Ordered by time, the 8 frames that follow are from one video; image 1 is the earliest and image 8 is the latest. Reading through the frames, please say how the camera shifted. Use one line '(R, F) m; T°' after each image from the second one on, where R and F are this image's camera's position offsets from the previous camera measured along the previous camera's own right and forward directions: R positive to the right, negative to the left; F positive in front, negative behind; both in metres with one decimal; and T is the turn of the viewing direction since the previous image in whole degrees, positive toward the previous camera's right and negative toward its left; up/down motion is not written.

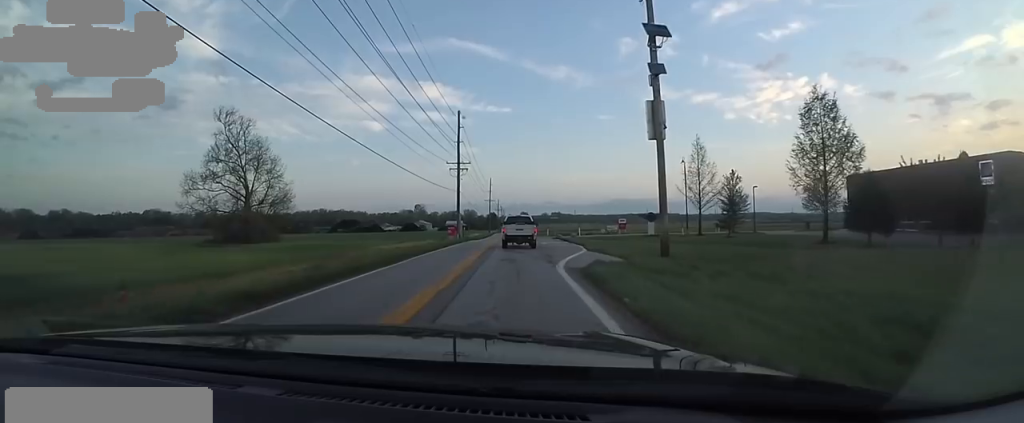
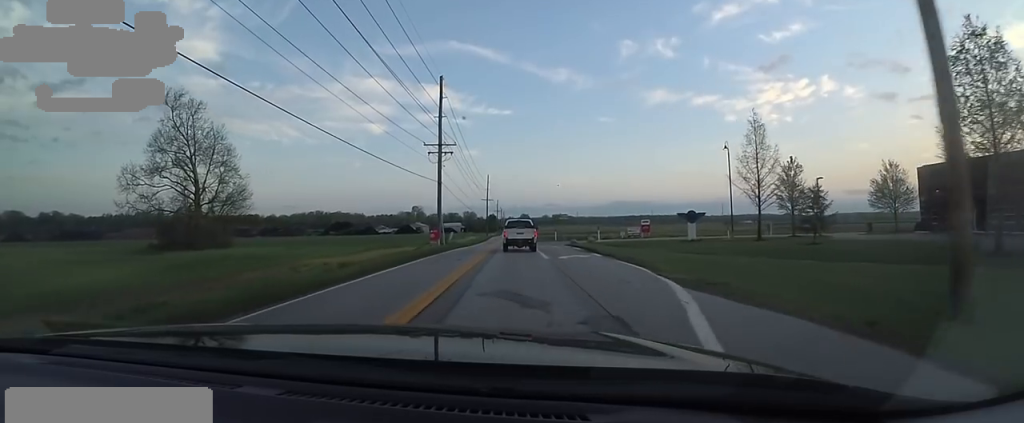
(-0.5, +14.5) m; -1°
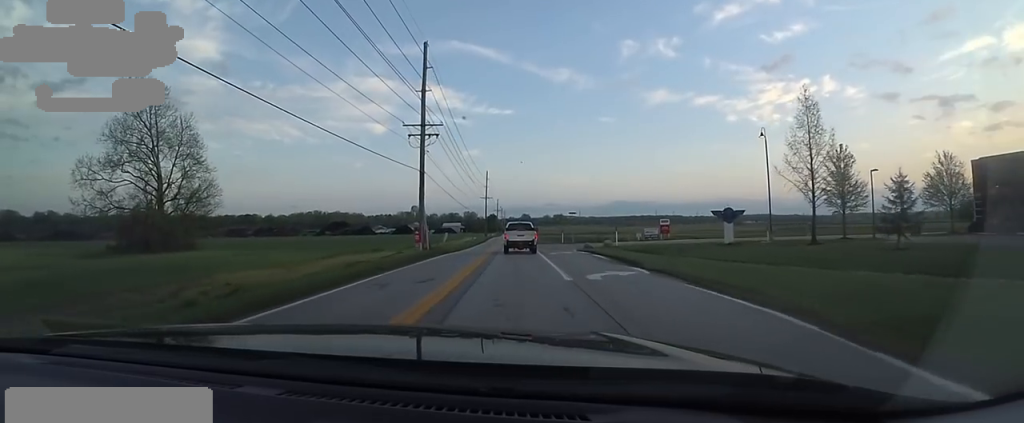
(-0.8, +8.4) m; 0°
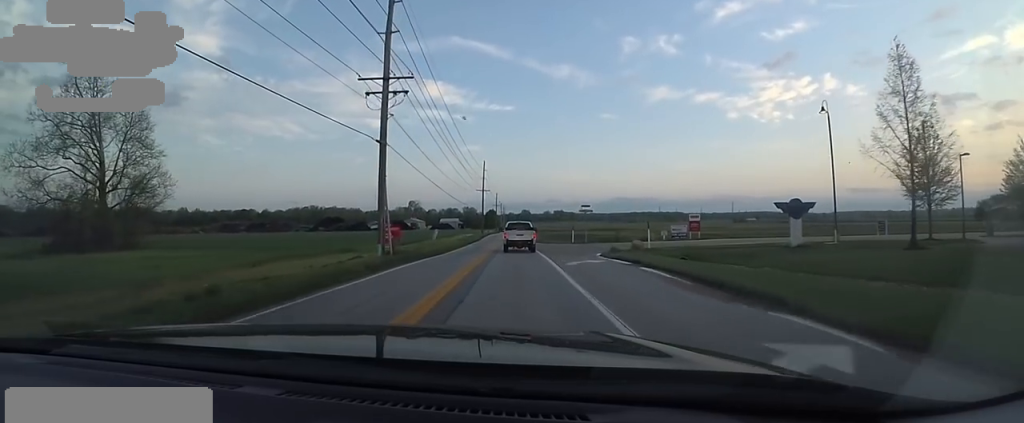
(+0.7, +10.5) m; +1°
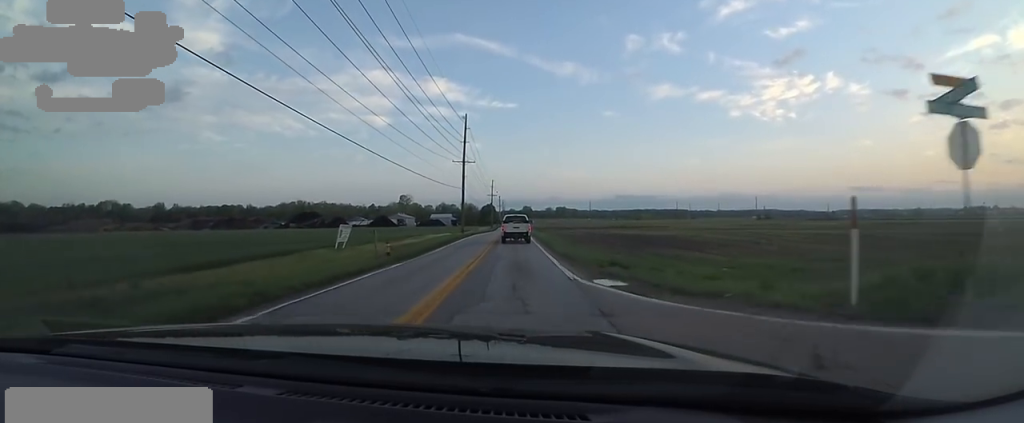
(+0.5, +40.7) m; 0°
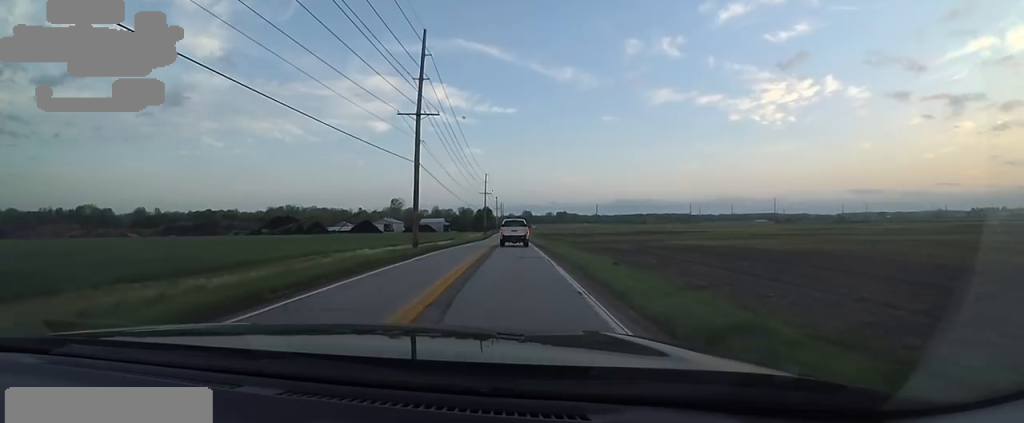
(-0.6, +27.6) m; -1°
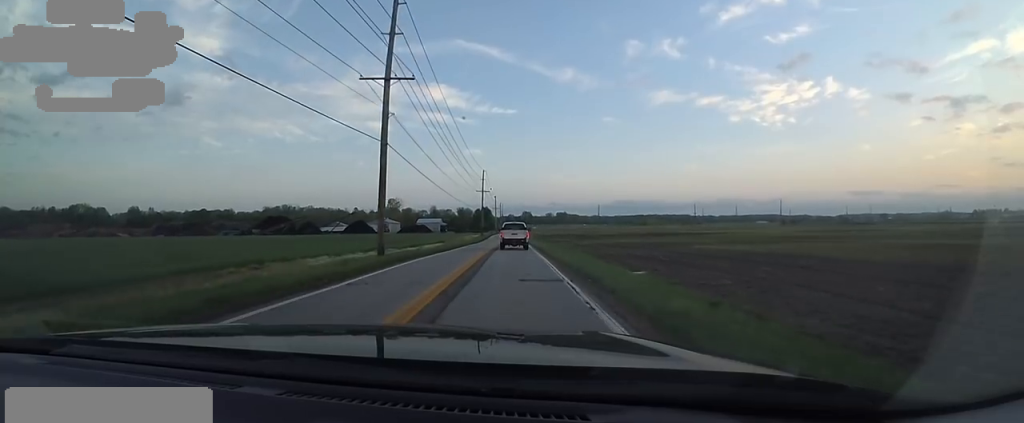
(+0.3, +7.9) m; 0°
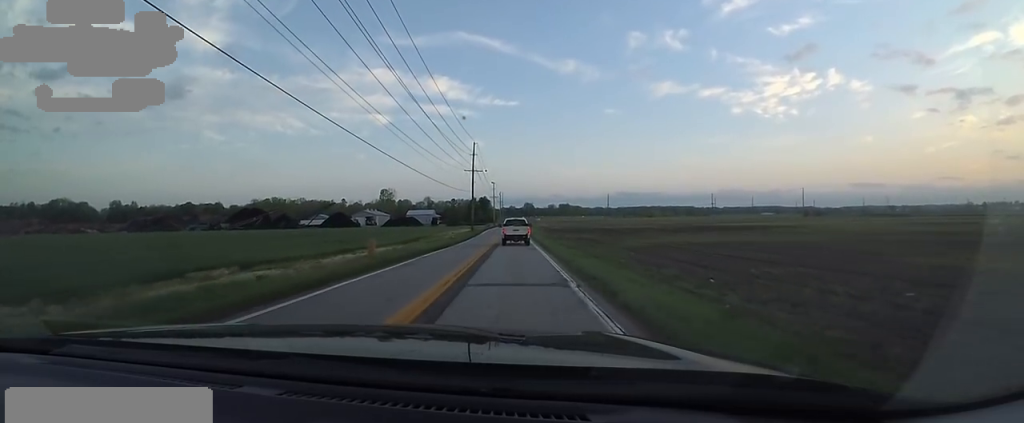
(-0.4, +26.0) m; -1°
